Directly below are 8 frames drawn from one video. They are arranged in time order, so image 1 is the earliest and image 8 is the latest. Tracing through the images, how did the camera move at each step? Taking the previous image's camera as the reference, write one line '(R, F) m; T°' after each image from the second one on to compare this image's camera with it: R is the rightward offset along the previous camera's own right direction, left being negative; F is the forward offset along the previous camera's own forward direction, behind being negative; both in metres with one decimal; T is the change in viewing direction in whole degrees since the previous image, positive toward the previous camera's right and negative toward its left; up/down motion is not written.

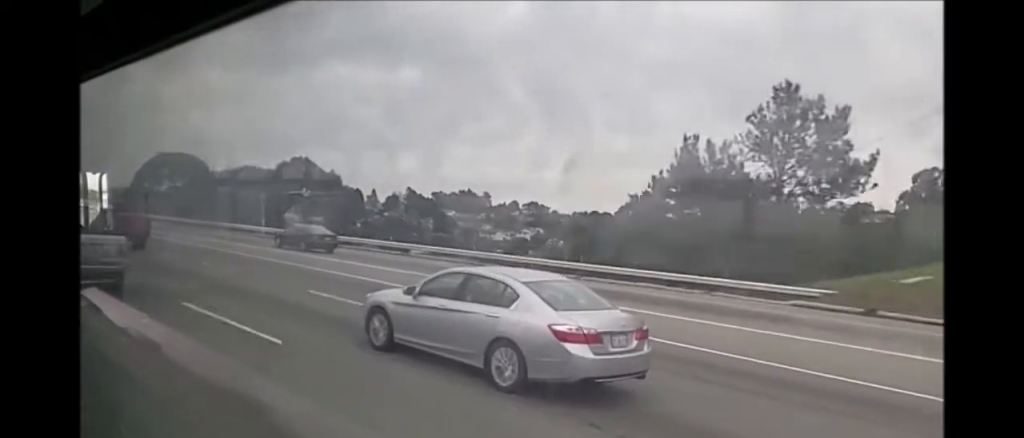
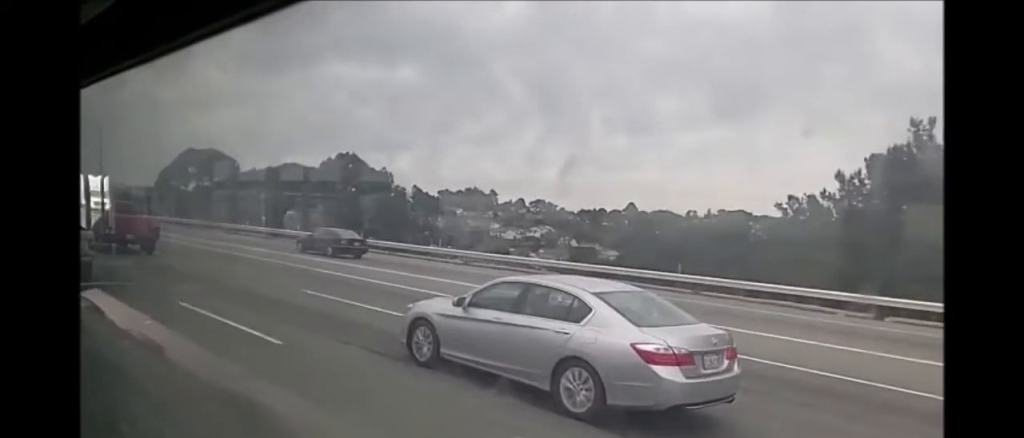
(0.0, +13.4) m; 0°
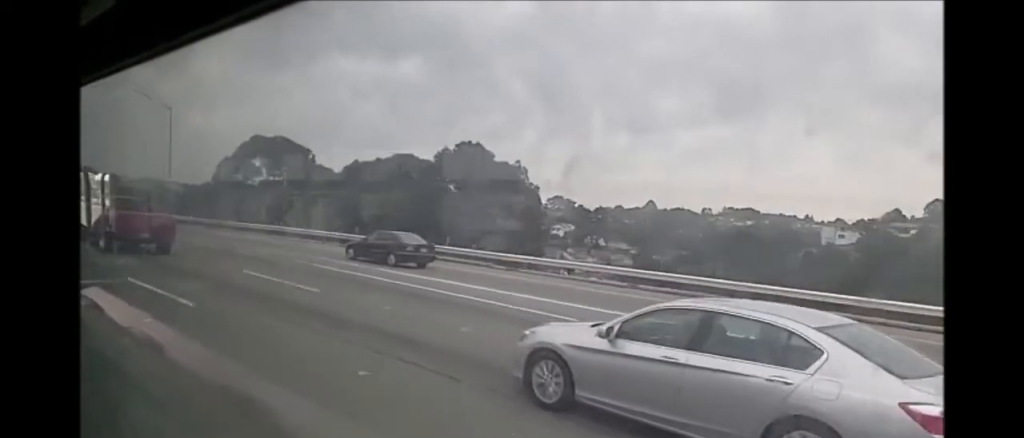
(-0.2, +26.2) m; 0°
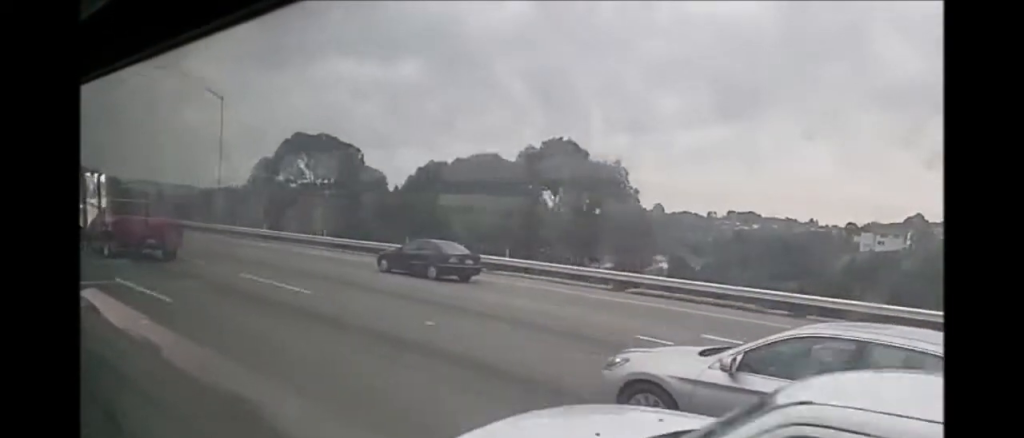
(-0.1, +13.6) m; 0°
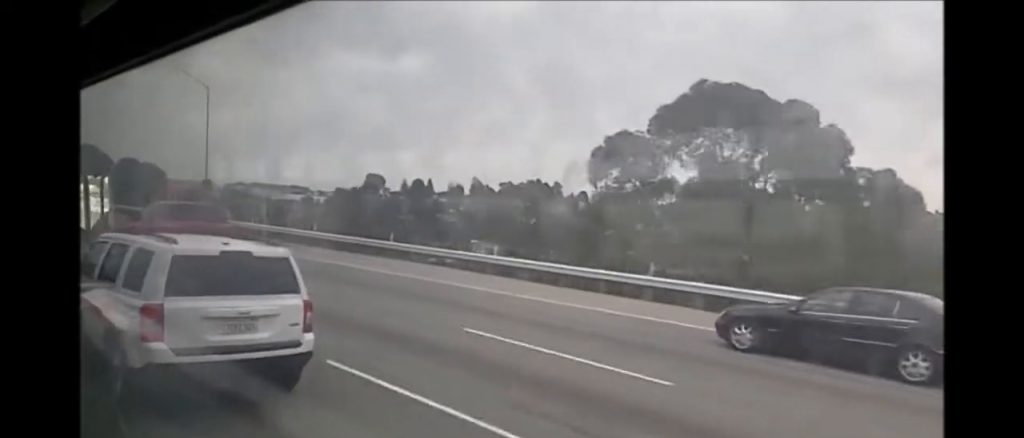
(+1.2, +54.4) m; +1°
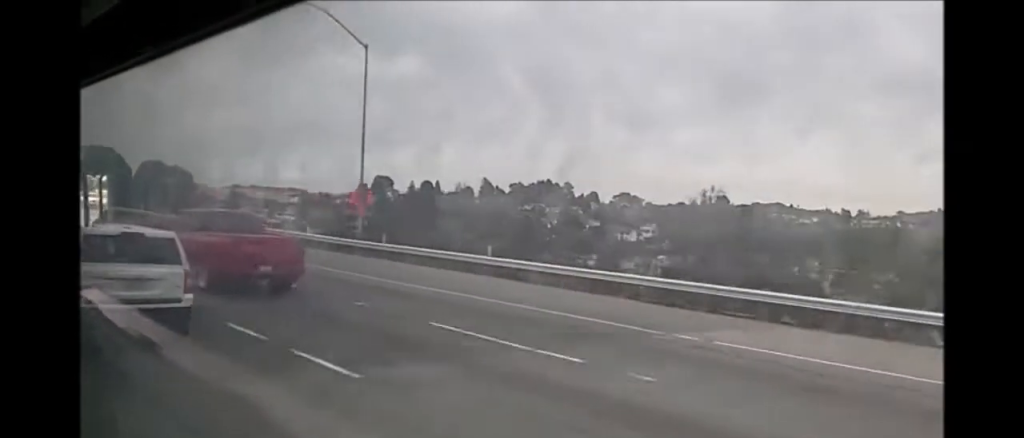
(-0.3, +24.5) m; 0°
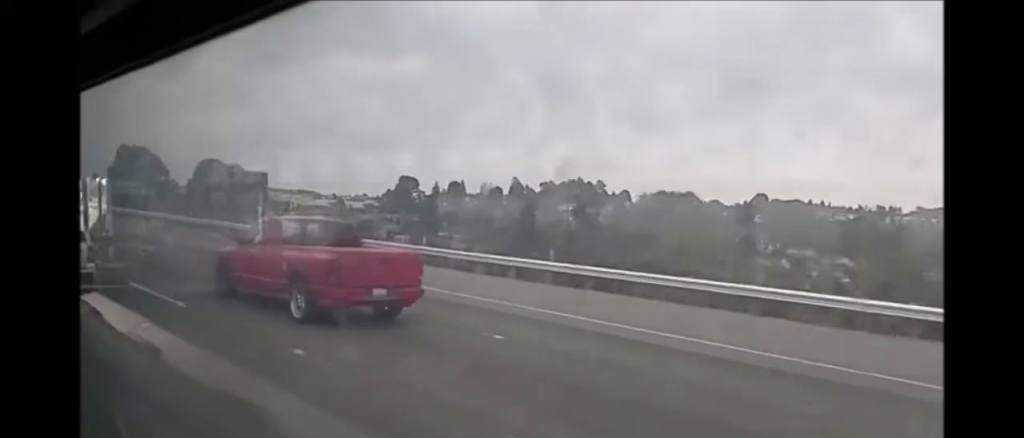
(+0.1, +33.4) m; -1°
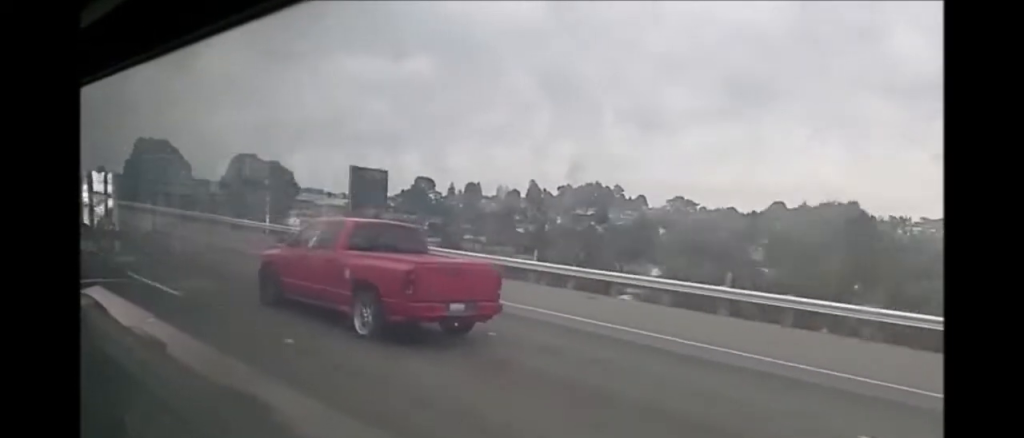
(-0.2, +14.5) m; 0°
